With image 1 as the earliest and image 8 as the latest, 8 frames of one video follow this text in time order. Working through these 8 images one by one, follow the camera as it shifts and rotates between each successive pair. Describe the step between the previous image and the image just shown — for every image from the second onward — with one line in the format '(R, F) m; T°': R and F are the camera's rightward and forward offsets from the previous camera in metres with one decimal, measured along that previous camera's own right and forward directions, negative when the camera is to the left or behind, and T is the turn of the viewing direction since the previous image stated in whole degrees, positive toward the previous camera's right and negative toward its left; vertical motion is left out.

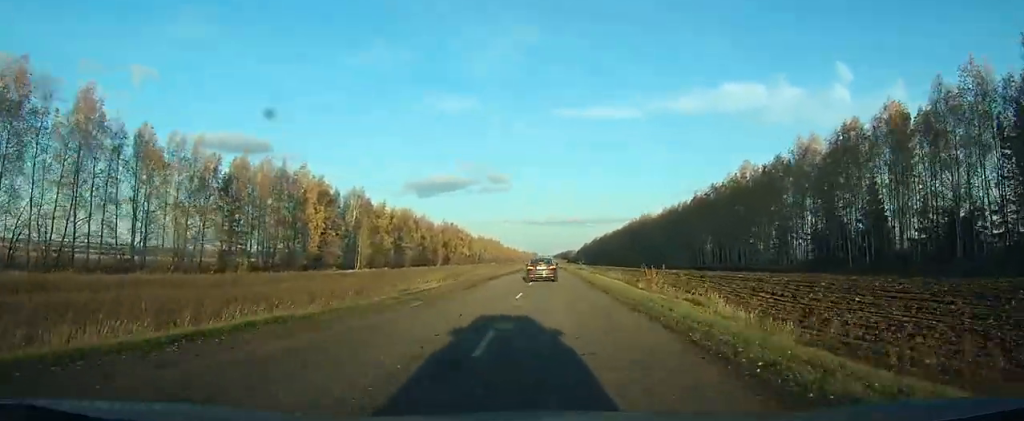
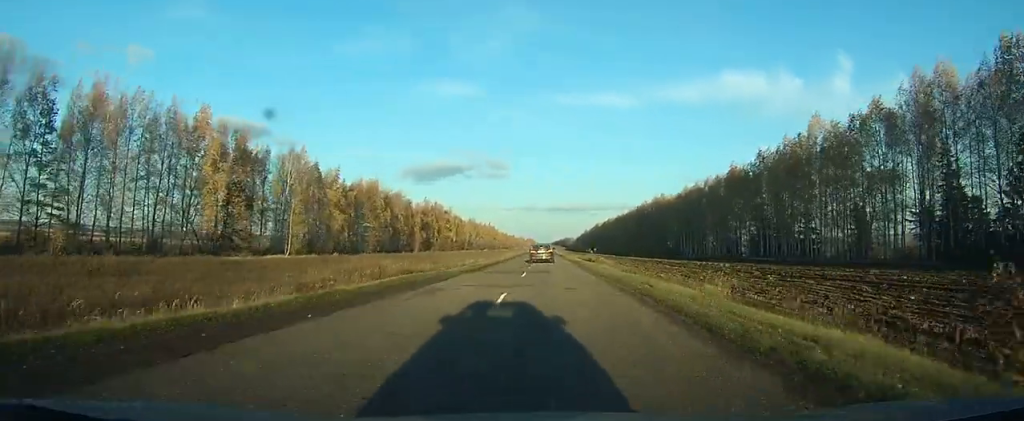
(+0.2, +31.2) m; 0°
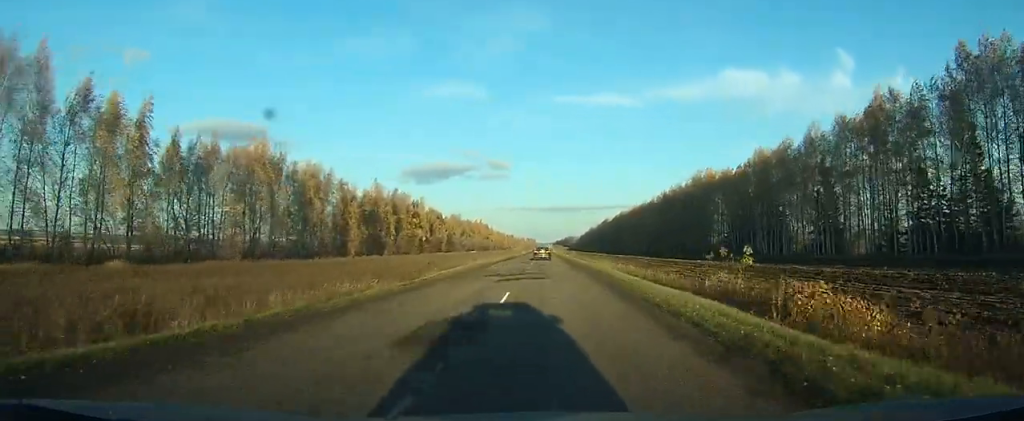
(-0.1, +55.2) m; 0°
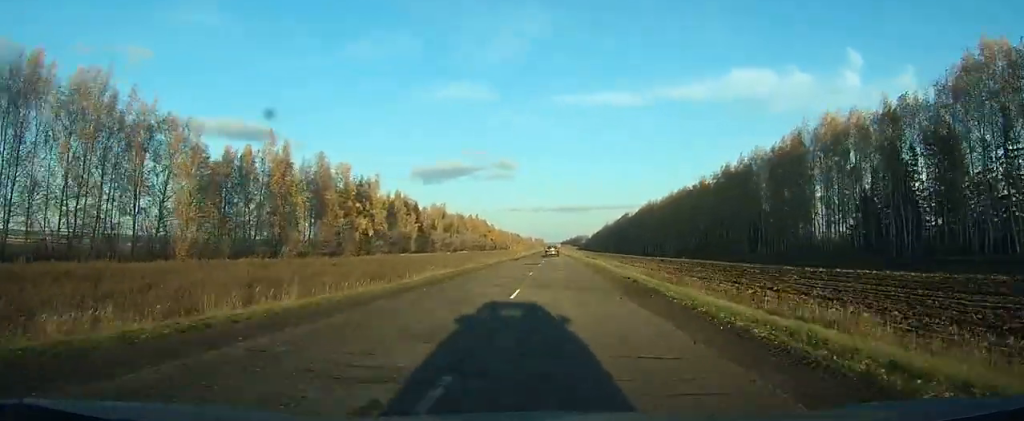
(0.0, +58.0) m; 0°
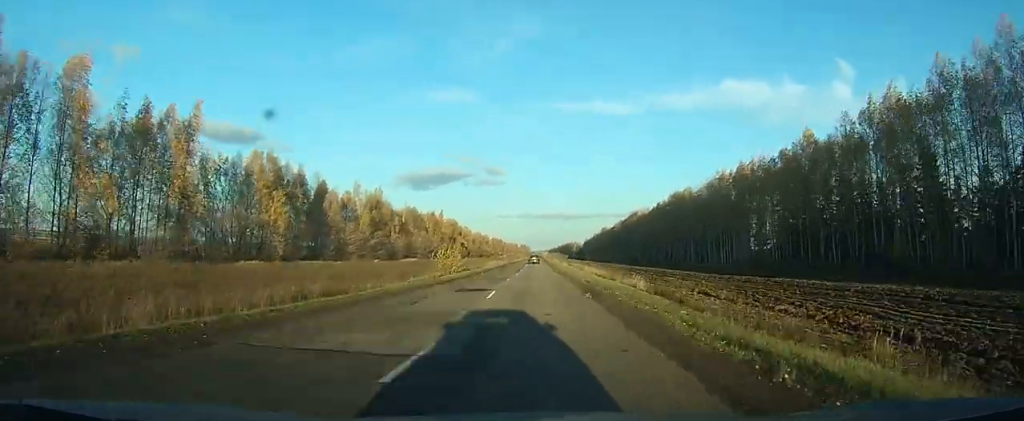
(+0.1, +71.4) m; 0°
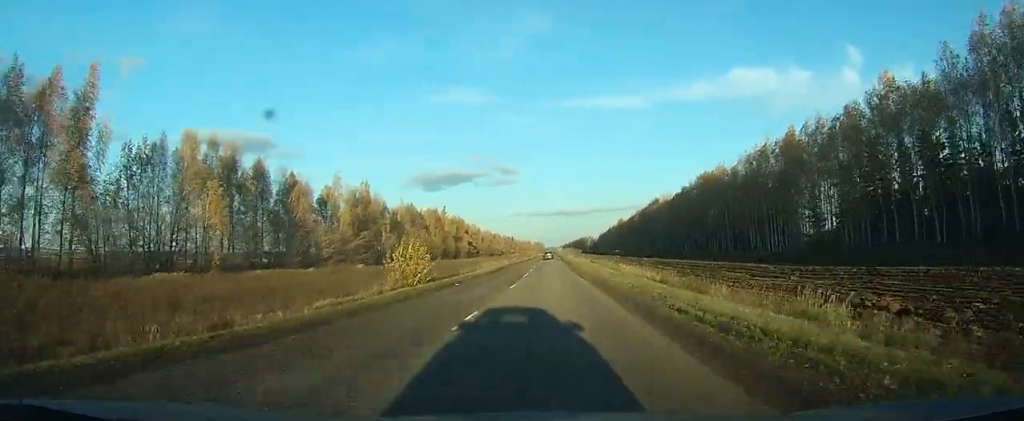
(-0.1, +19.9) m; 0°
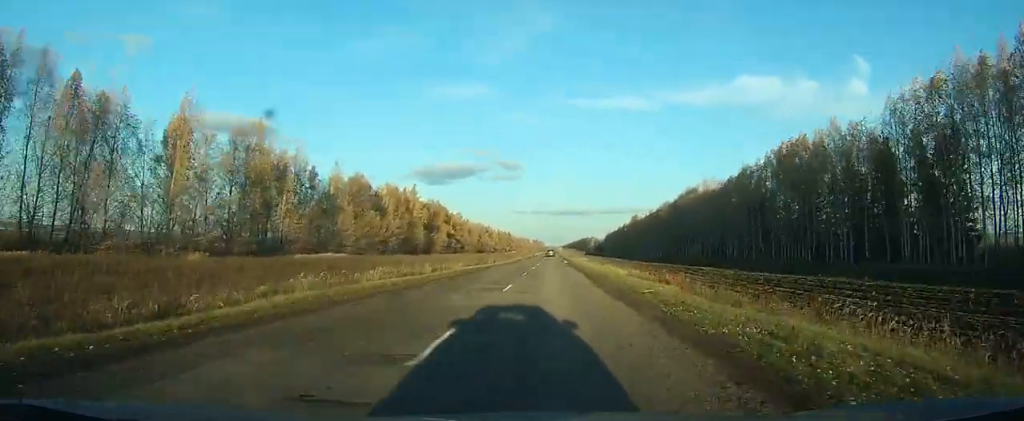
(-0.2, +50.5) m; 0°
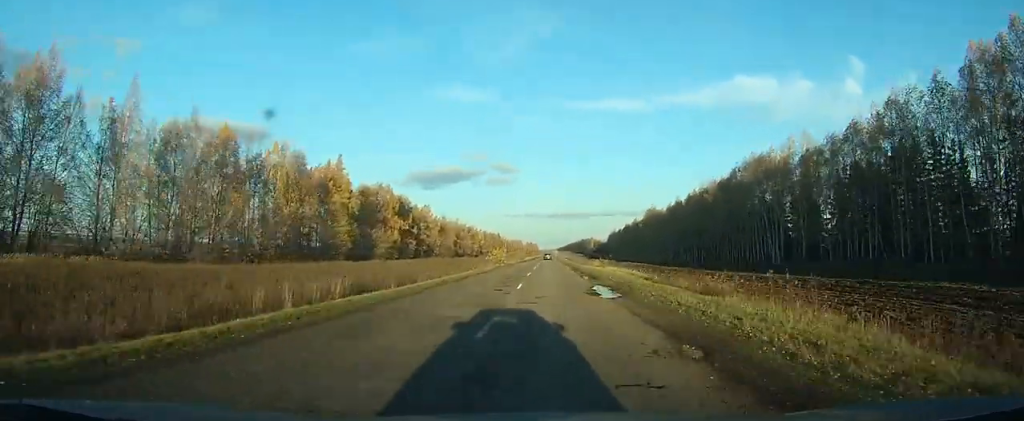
(-0.1, +53.4) m; -1°
